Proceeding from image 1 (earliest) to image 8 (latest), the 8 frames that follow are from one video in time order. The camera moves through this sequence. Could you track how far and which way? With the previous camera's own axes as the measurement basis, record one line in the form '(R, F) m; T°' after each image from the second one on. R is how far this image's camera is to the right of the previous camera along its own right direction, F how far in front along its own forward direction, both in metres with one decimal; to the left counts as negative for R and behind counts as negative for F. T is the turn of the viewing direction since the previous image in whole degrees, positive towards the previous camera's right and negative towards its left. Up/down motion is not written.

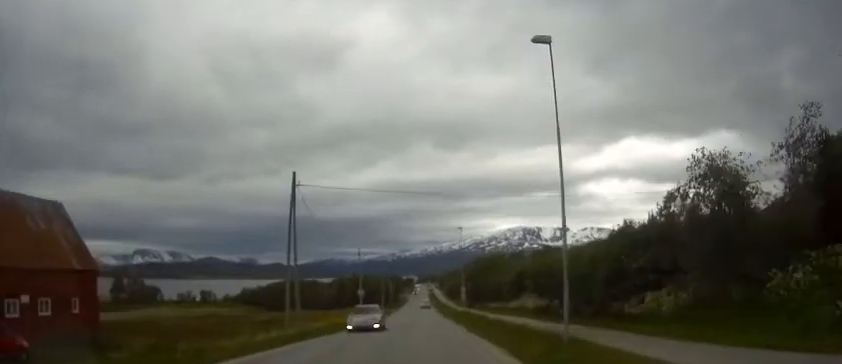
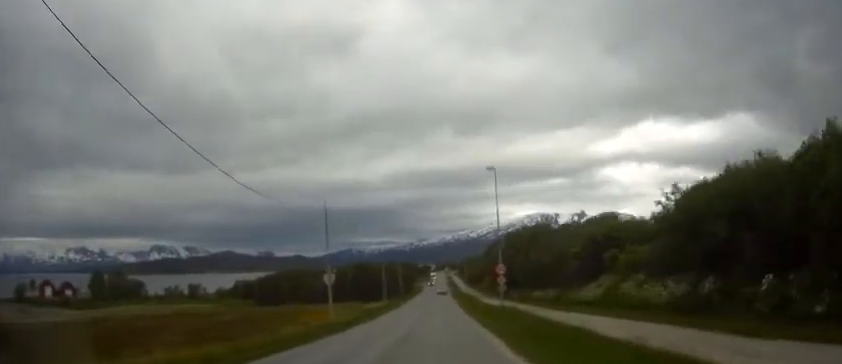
(-0.1, +27.1) m; -1°
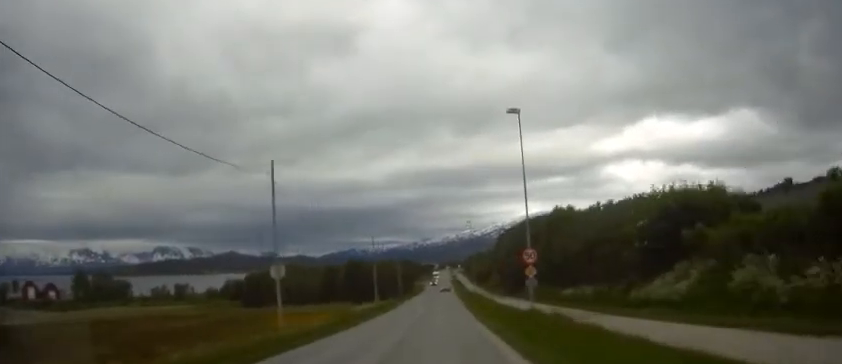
(0.0, +13.5) m; 0°
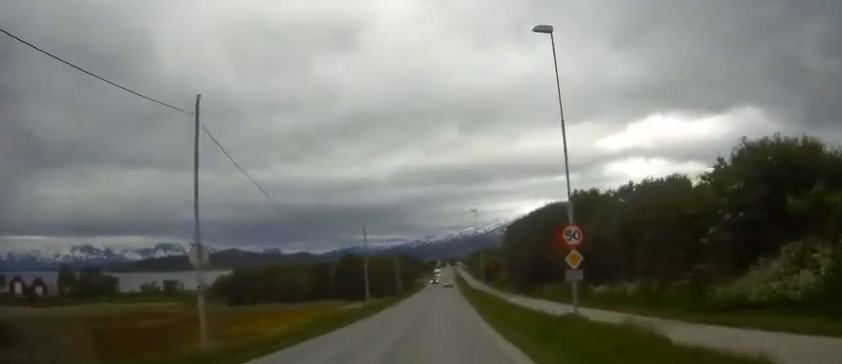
(0.0, +9.4) m; 0°
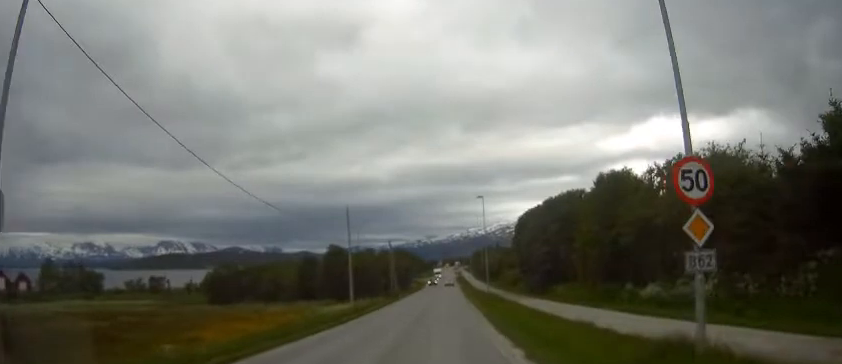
(0.0, +10.0) m; 0°
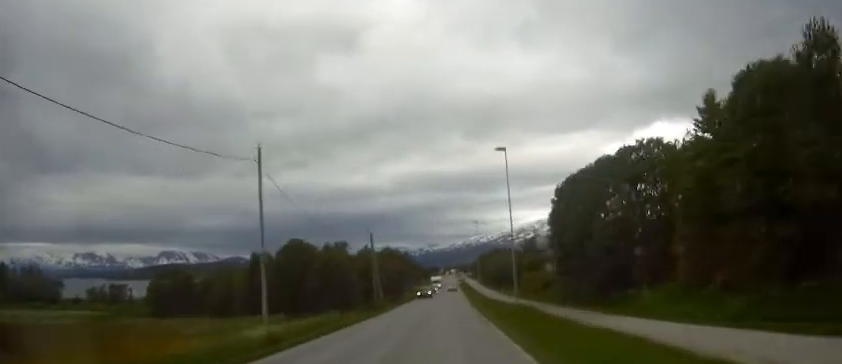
(-0.2, +23.4) m; -1°
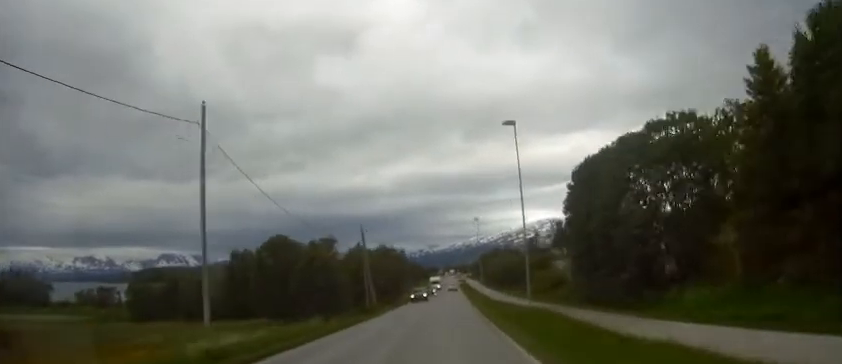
(0.0, +6.3) m; 0°
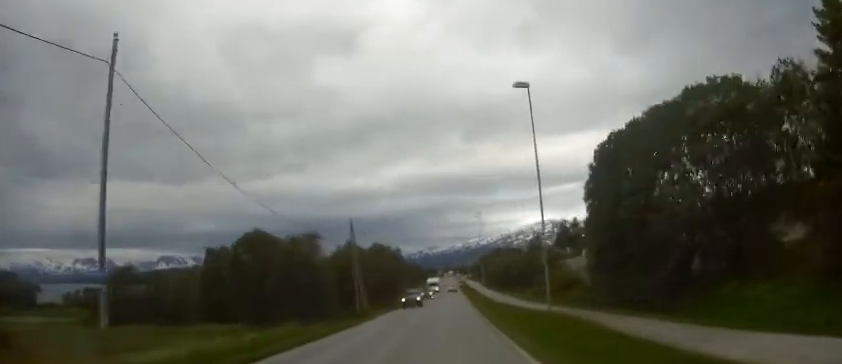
(0.0, +6.3) m; 0°
